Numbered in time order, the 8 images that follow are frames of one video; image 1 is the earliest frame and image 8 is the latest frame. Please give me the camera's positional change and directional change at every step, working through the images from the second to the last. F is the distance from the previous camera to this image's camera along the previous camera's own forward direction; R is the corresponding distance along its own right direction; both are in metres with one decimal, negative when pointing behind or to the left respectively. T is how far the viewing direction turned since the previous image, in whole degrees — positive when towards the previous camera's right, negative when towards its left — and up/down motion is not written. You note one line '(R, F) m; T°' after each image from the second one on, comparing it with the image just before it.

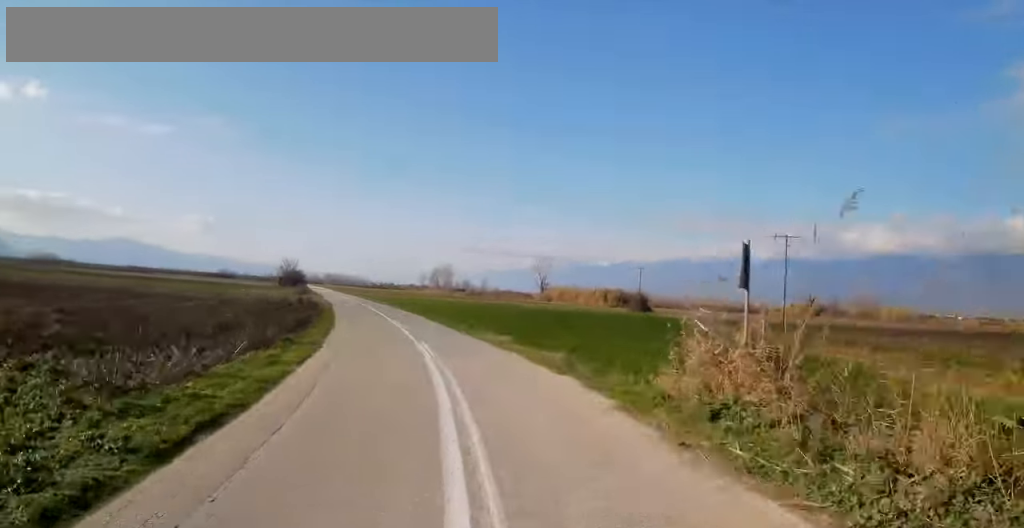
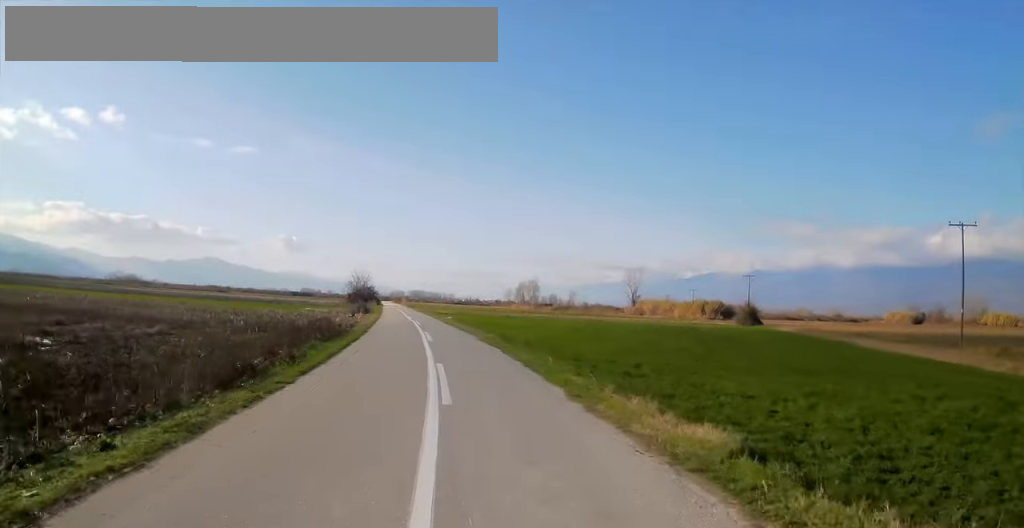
(-1.1, +14.5) m; -7°
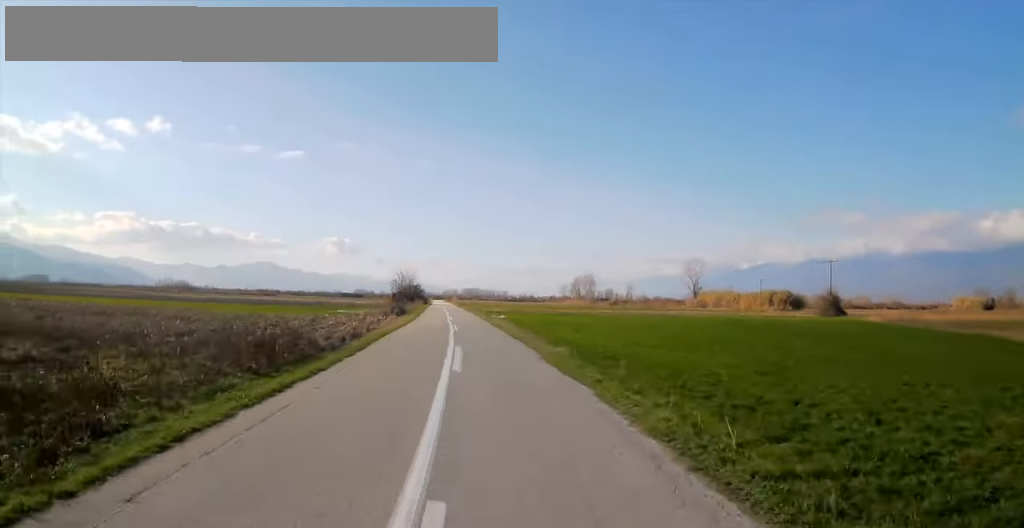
(-0.3, +11.5) m; -4°
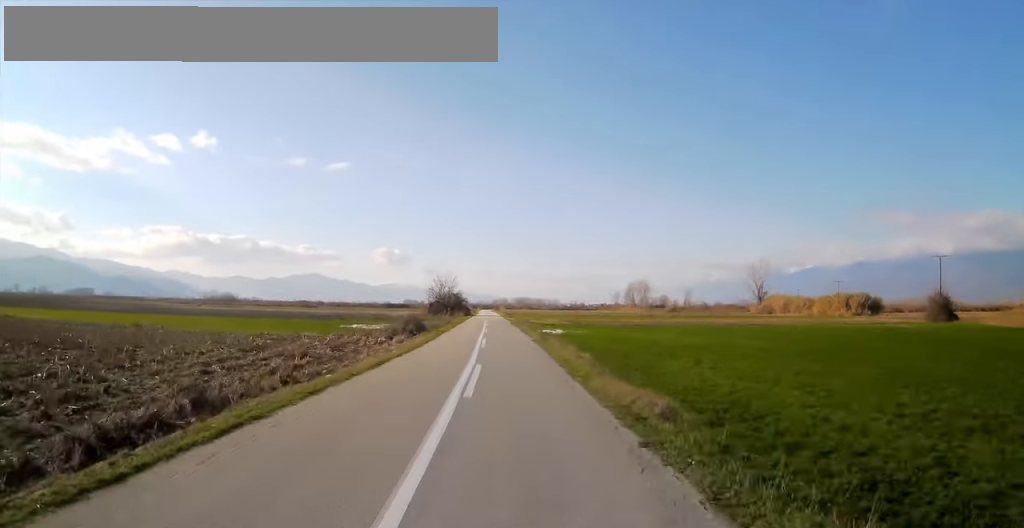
(-1.0, +17.5) m; -4°
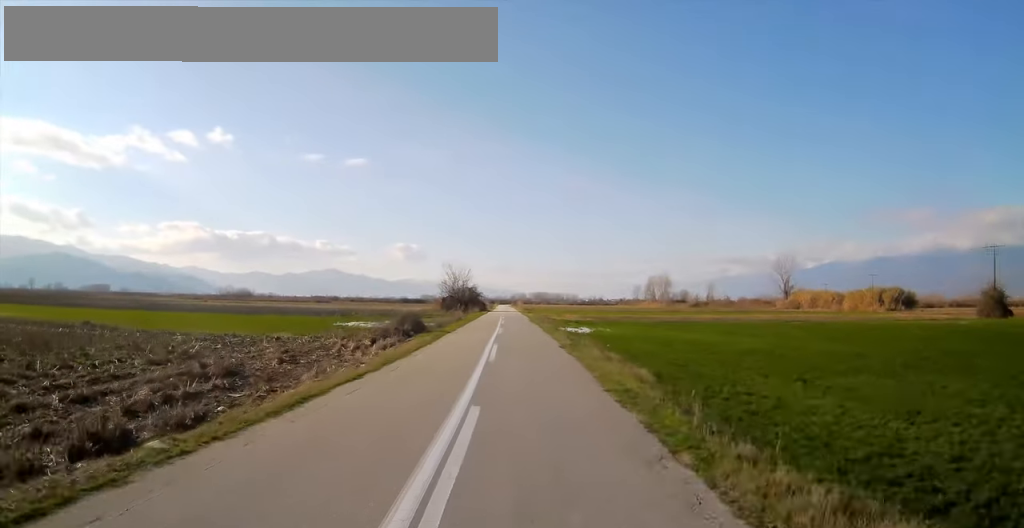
(-0.2, +8.1) m; 0°
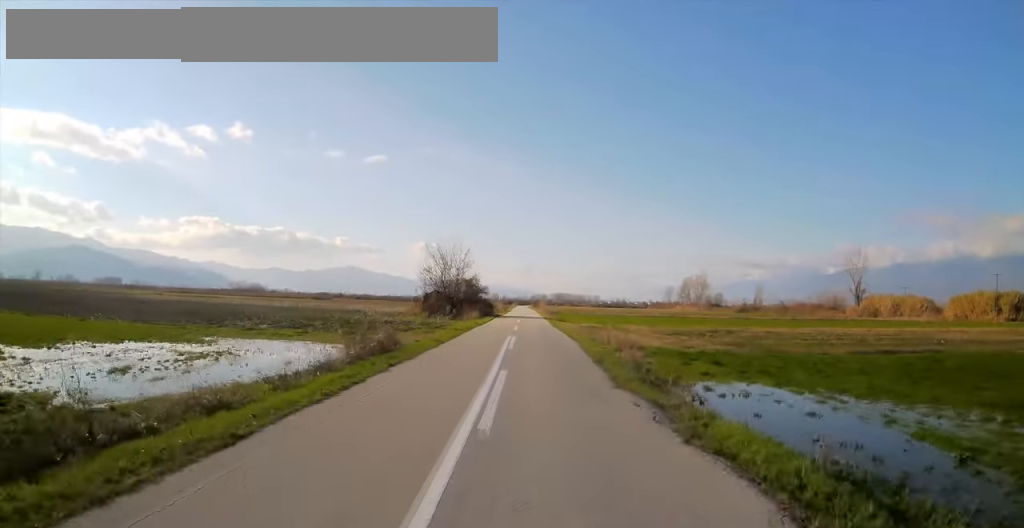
(-0.2, +39.2) m; -1°
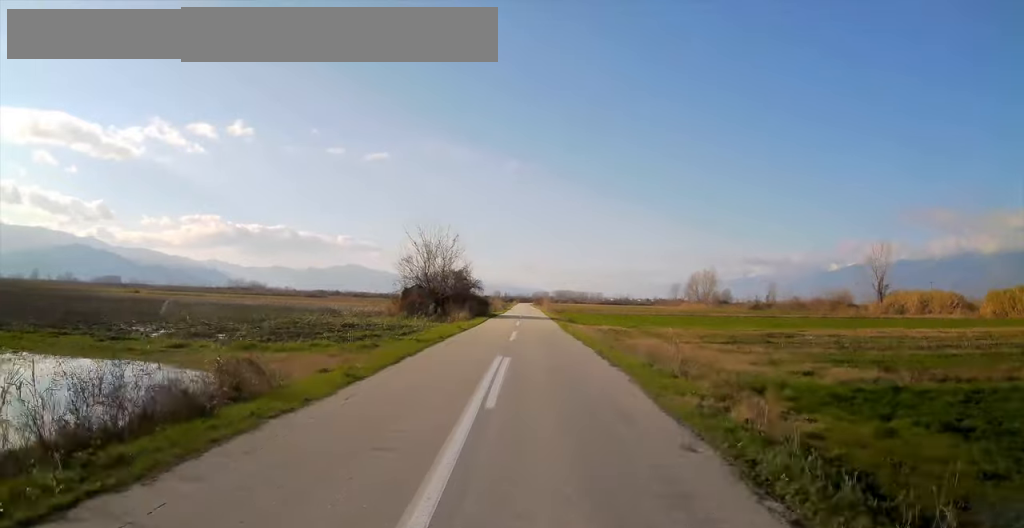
(+0.3, +12.9) m; 0°
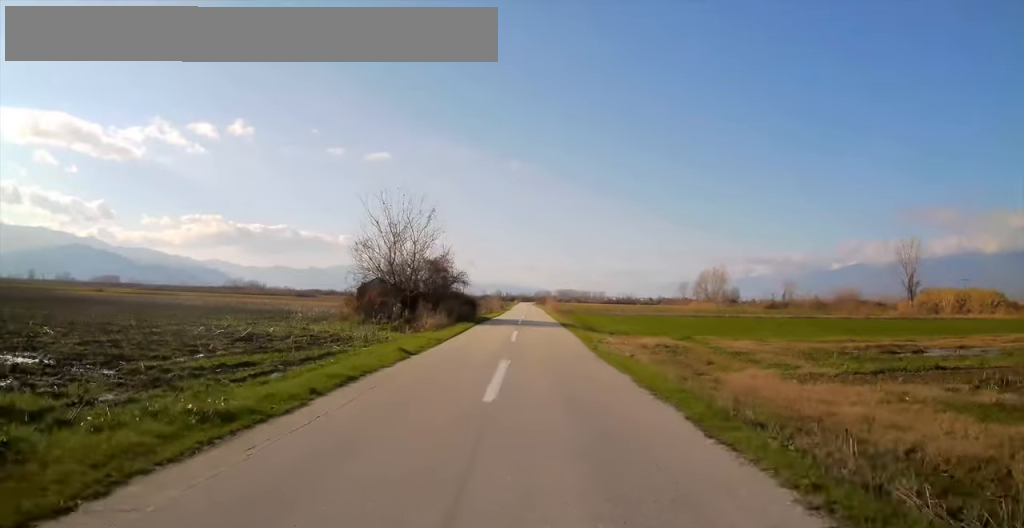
(-0.2, +15.5) m; -1°
